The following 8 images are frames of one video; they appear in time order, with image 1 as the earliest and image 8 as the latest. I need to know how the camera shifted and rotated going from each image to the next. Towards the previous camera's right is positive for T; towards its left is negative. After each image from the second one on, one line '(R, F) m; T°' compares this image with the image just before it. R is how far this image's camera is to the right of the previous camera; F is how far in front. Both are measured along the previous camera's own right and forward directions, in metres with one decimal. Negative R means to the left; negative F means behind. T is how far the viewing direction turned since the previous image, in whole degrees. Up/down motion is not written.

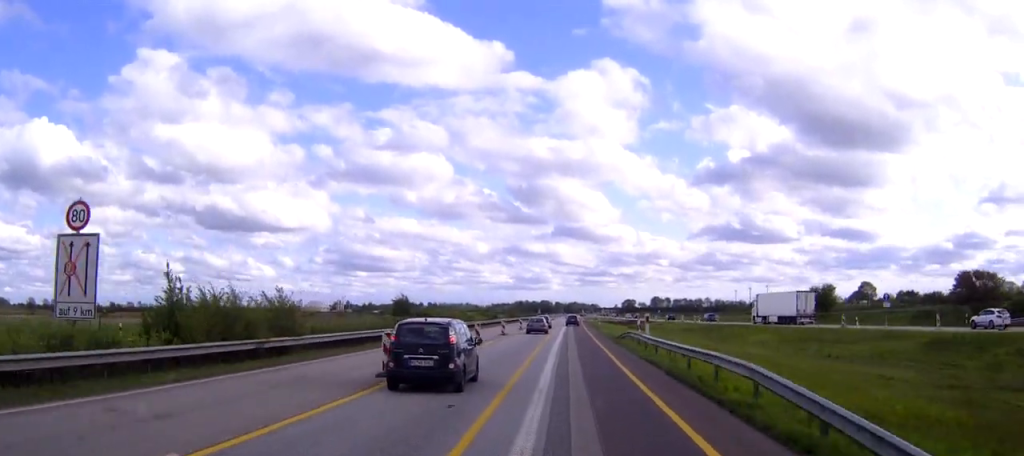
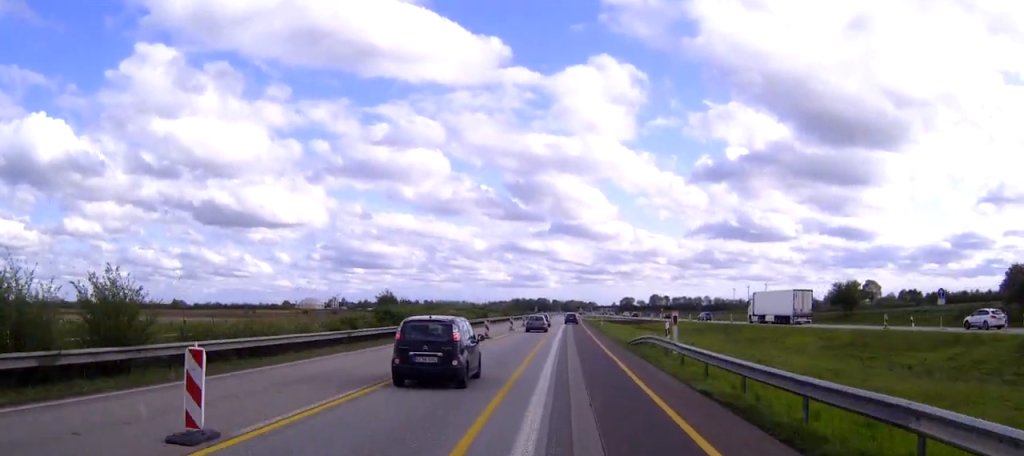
(+0.1, +10.9) m; 0°
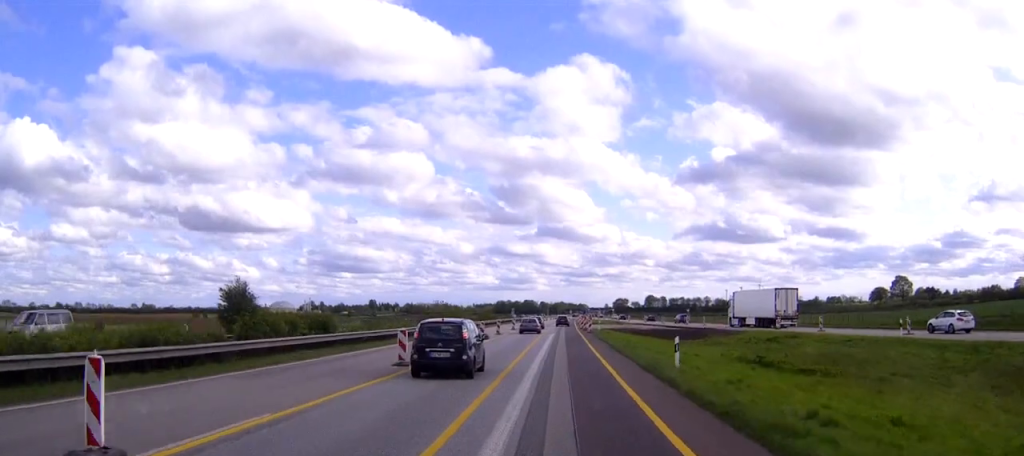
(+0.5, +58.2) m; 0°
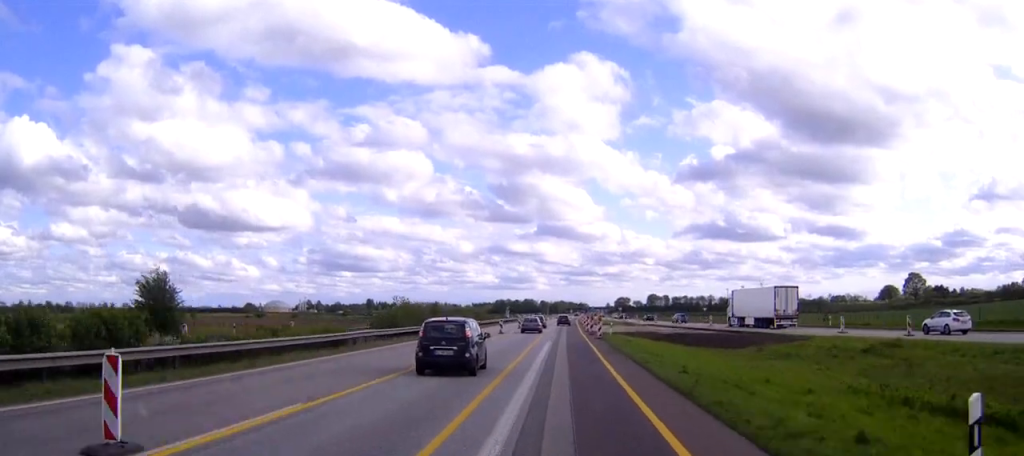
(0.0, +16.6) m; 0°
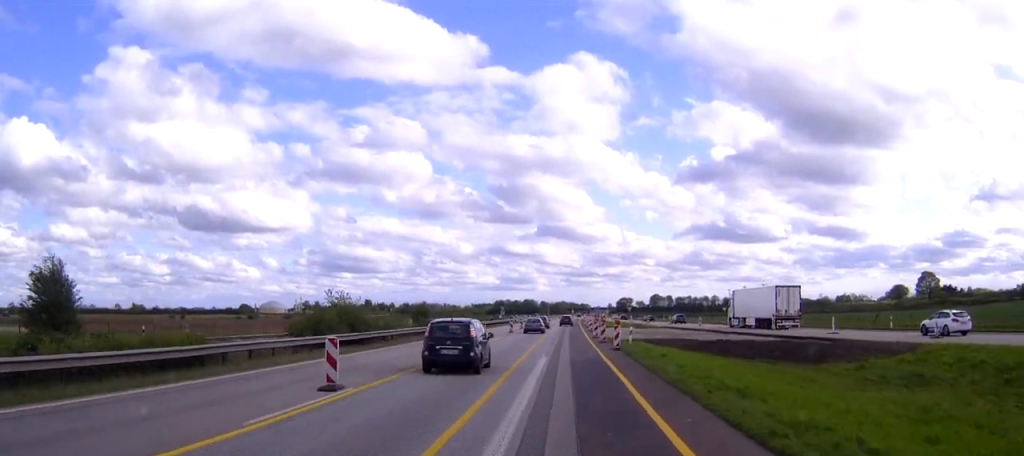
(0.0, +14.9) m; 0°
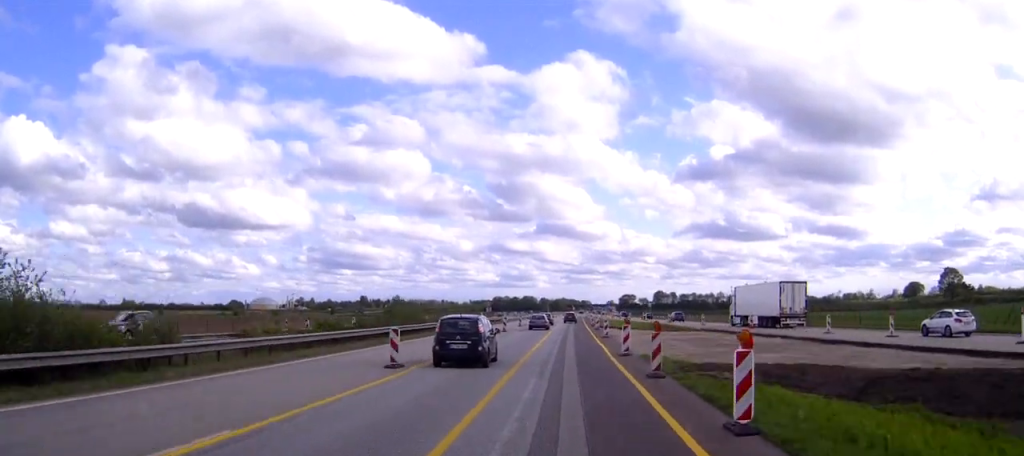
(0.0, +24.9) m; 0°
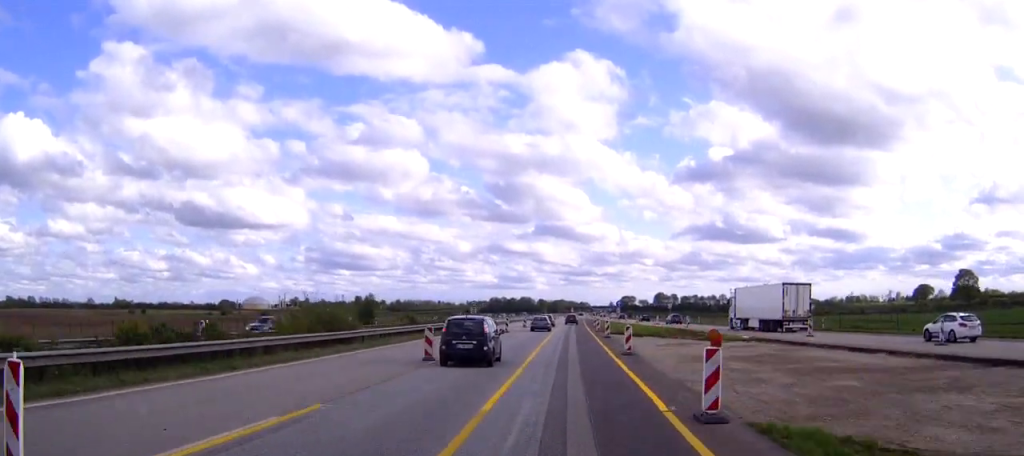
(0.0, +16.6) m; 0°
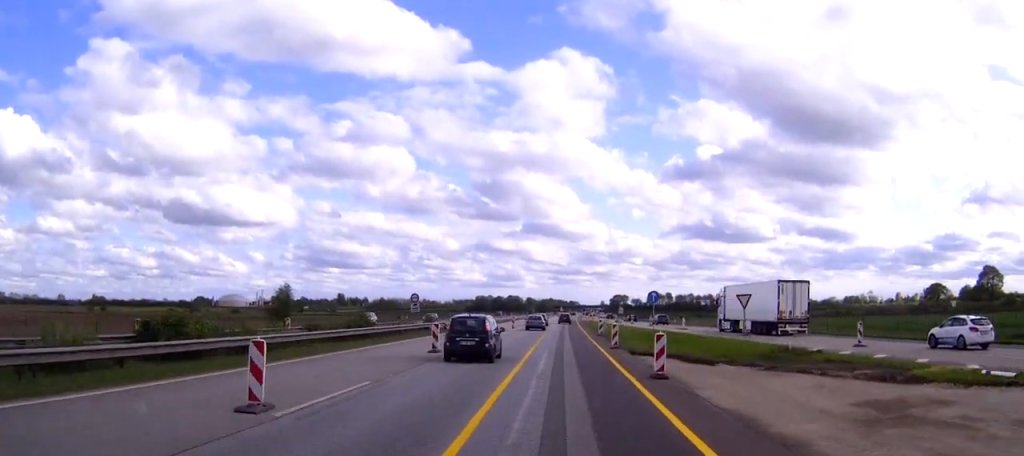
(+0.2, +30.6) m; 0°
